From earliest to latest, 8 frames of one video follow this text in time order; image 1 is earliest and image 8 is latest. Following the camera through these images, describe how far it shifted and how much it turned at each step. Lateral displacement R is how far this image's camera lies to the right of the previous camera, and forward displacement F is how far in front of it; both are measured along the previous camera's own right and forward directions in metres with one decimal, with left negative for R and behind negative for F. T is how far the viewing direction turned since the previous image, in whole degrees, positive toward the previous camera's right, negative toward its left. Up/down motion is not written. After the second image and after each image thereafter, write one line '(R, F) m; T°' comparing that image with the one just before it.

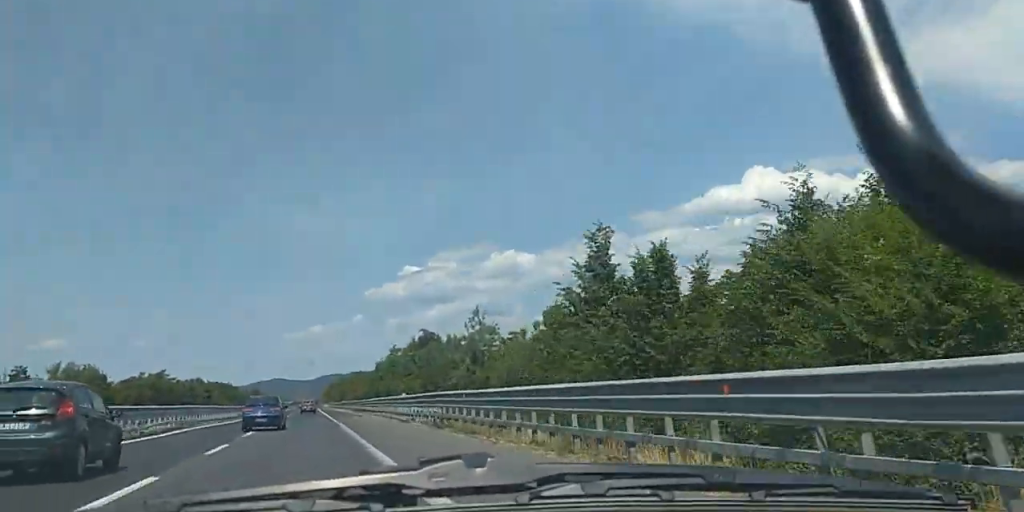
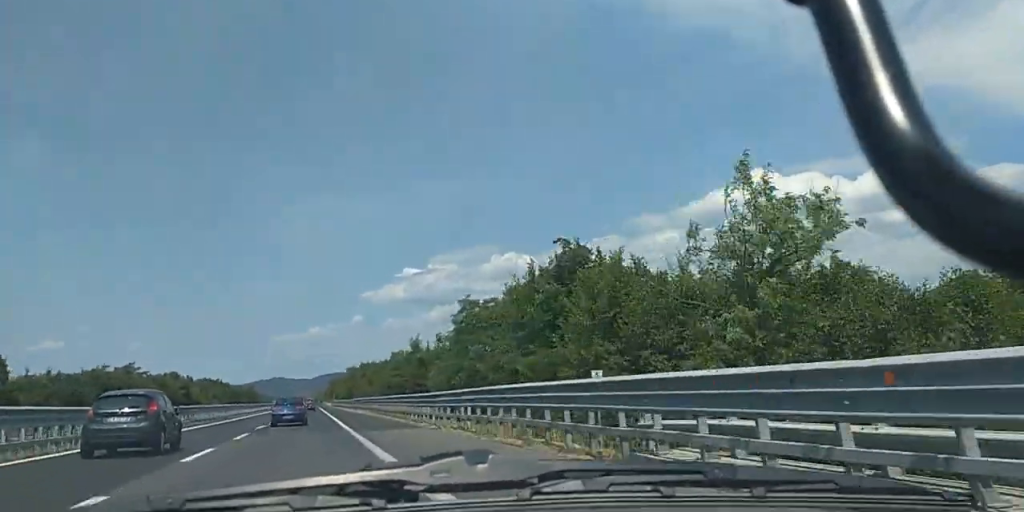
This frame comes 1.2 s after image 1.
(+0.2, +36.9) m; +1°
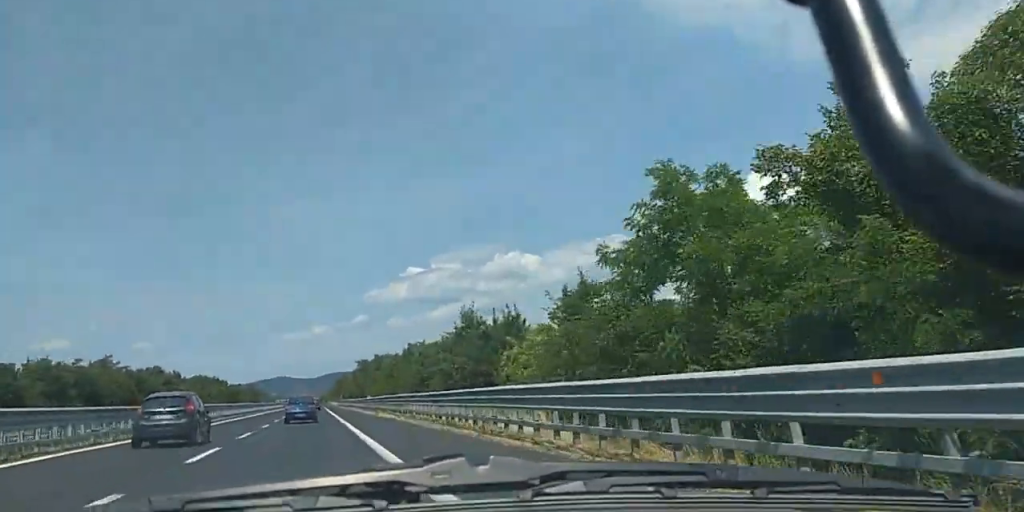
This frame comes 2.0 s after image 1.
(+0.3, +23.3) m; +1°
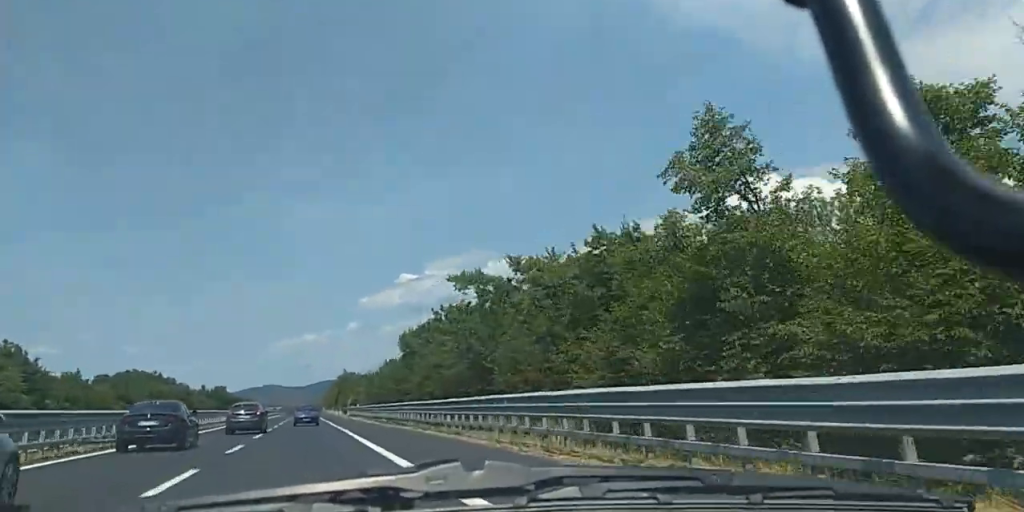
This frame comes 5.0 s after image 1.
(-2.1, +86.8) m; -2°
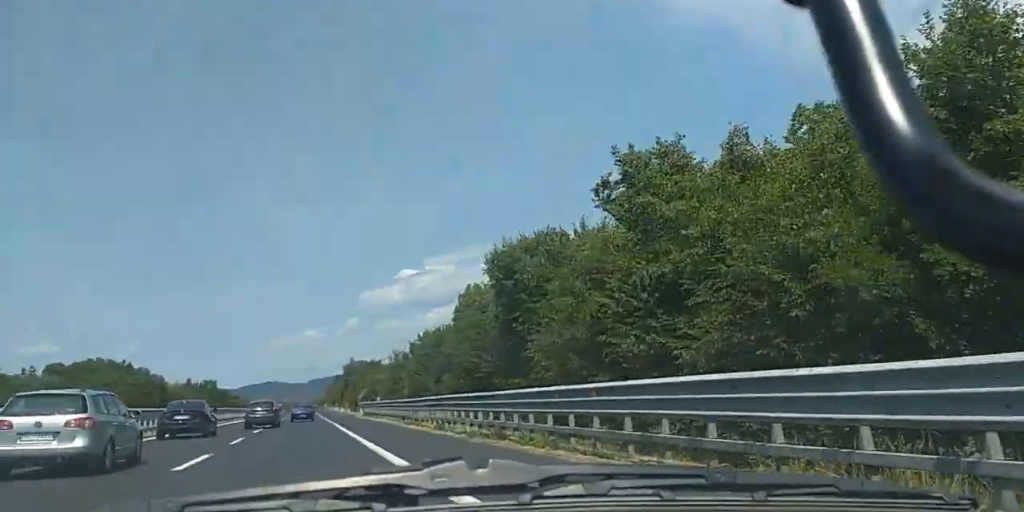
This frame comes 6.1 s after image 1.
(+0.2, +31.6) m; 0°
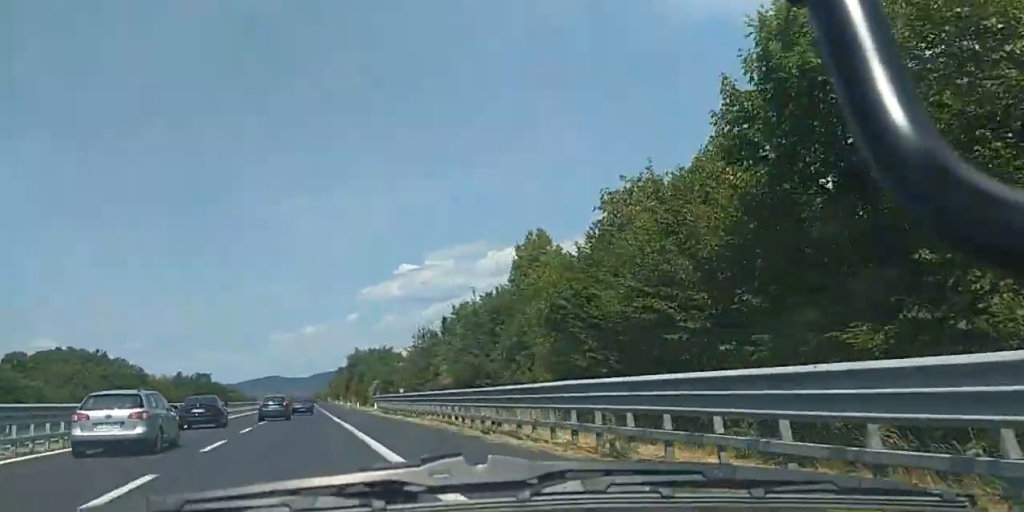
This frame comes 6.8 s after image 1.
(-0.1, +18.7) m; 0°
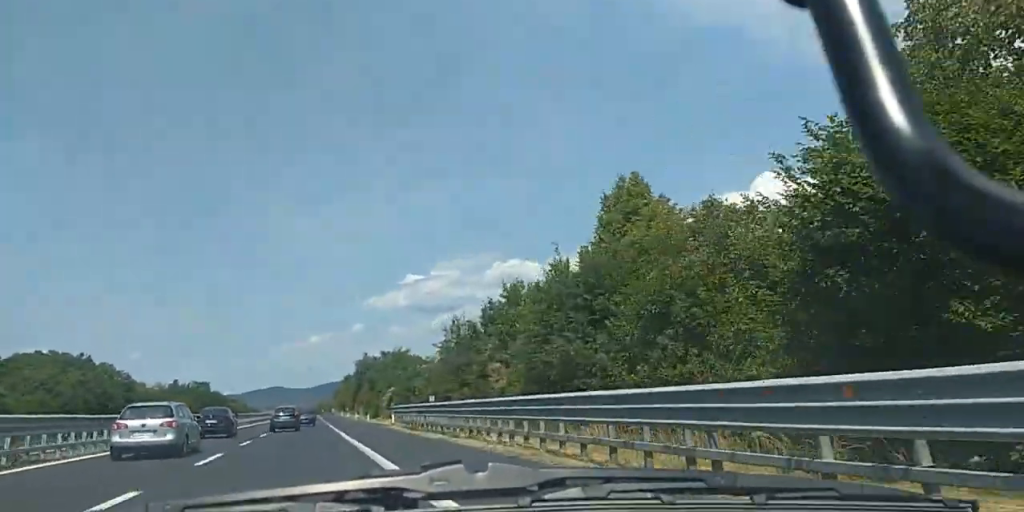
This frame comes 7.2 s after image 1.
(-0.1, +12.8) m; 0°
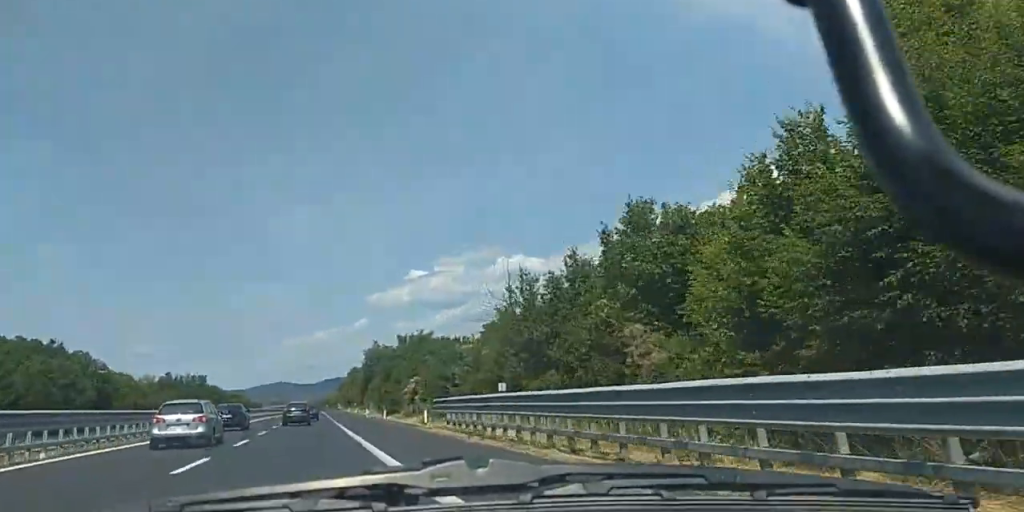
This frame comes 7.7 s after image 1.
(+0.1, +14.7) m; 0°
